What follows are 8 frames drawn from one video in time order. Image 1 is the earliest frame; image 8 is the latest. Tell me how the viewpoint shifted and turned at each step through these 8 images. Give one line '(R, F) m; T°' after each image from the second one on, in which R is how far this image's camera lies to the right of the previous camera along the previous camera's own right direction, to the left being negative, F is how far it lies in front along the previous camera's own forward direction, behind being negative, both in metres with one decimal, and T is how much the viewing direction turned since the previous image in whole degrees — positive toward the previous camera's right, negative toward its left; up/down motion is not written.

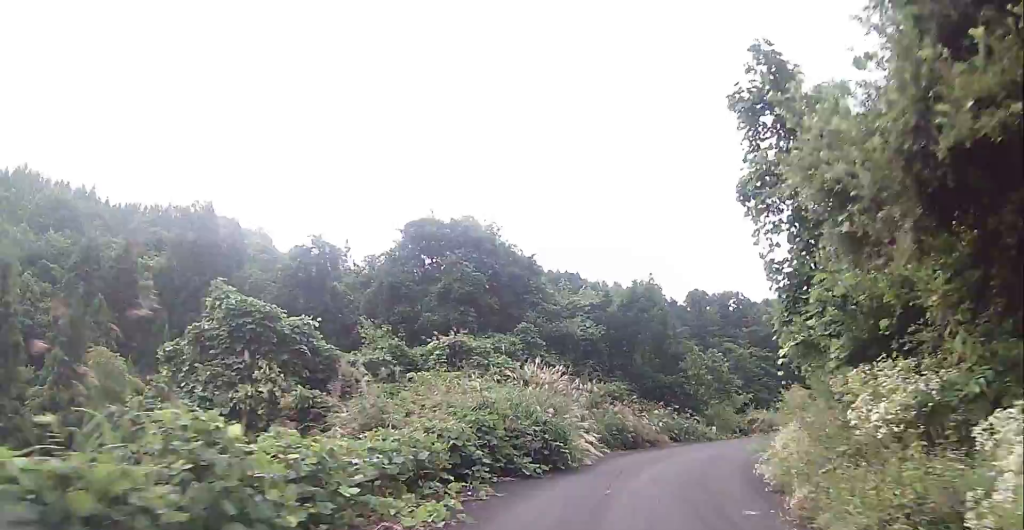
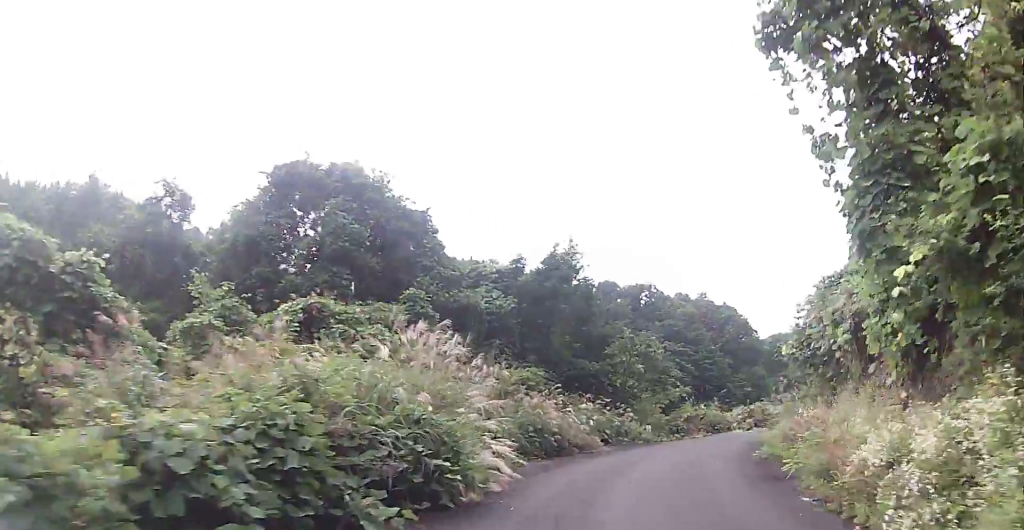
(-0.1, +8.0) m; +4°
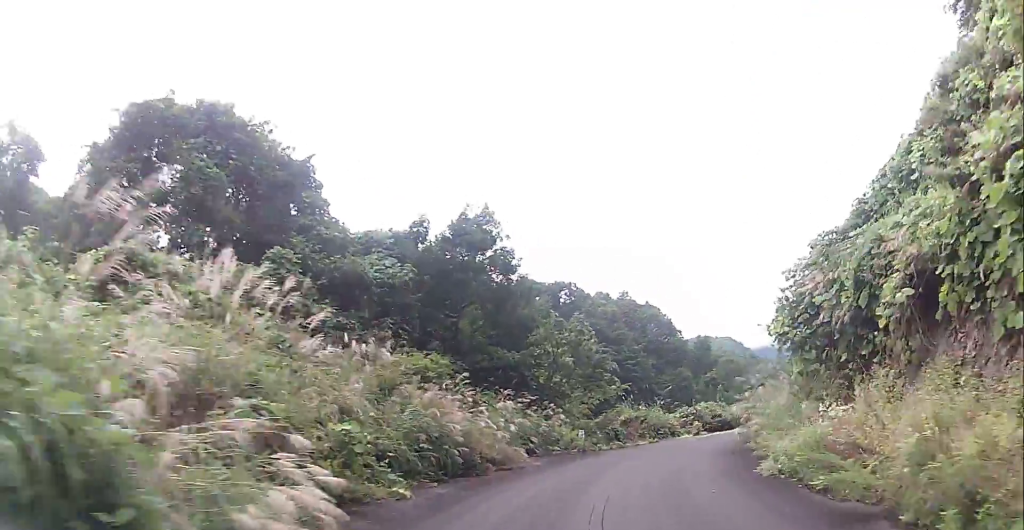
(+0.4, +6.3) m; +8°
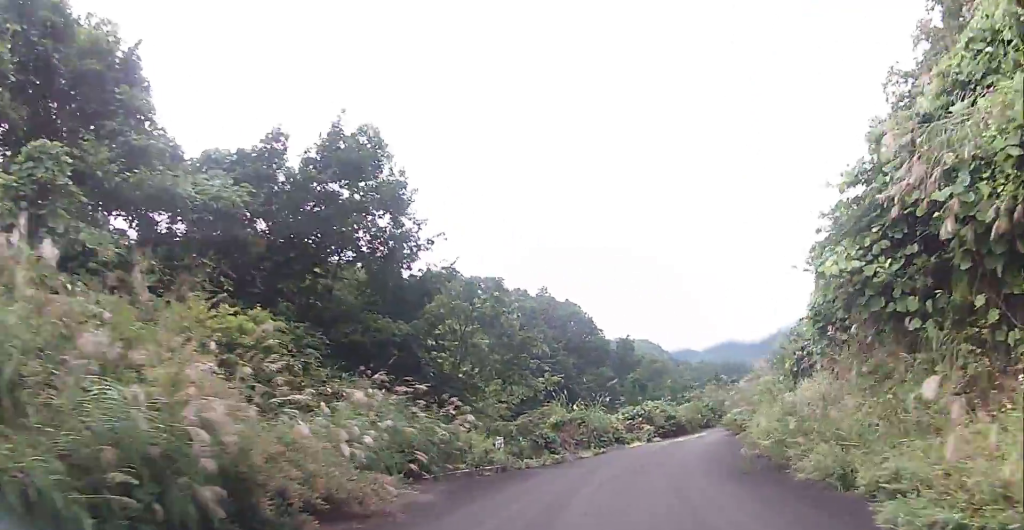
(+0.8, +7.4) m; +10°
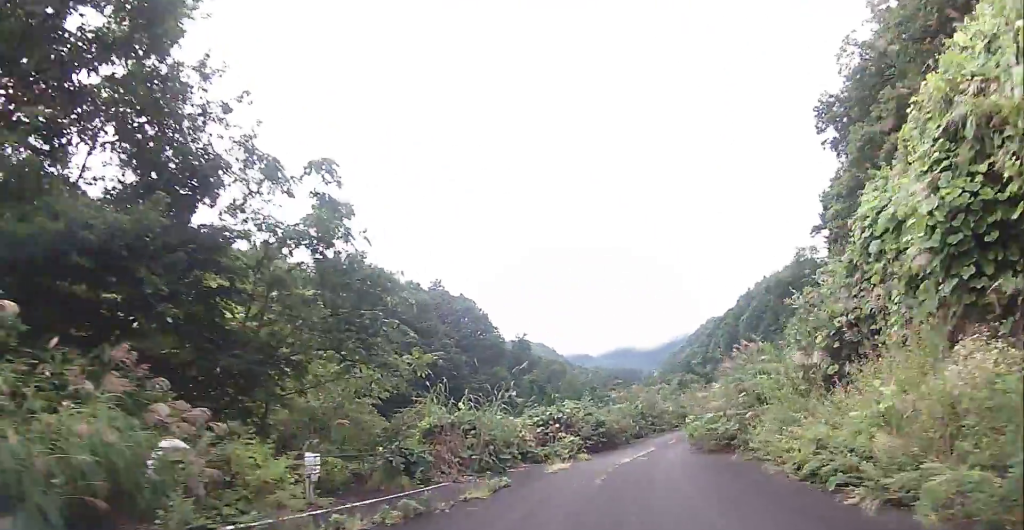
(+0.9, +8.3) m; +13°
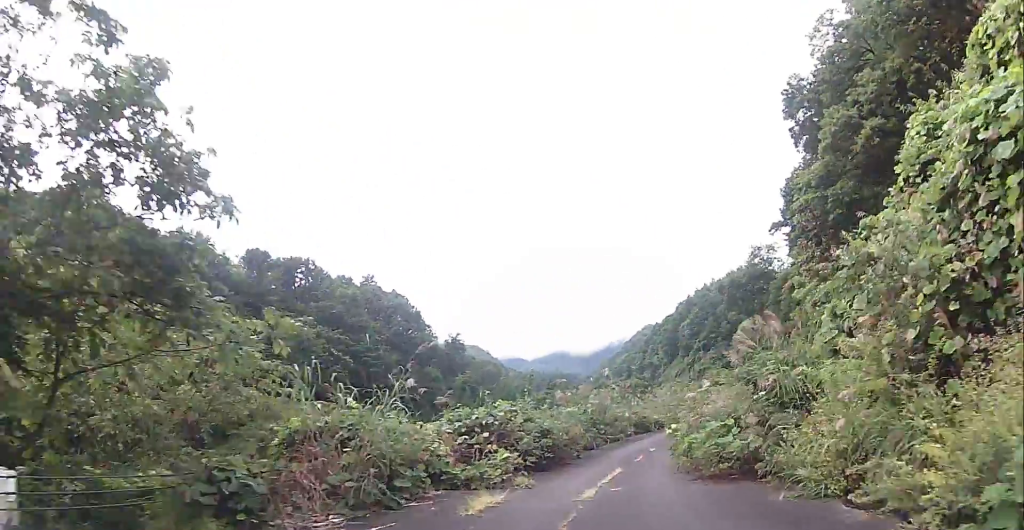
(+0.4, +5.0) m; +7°
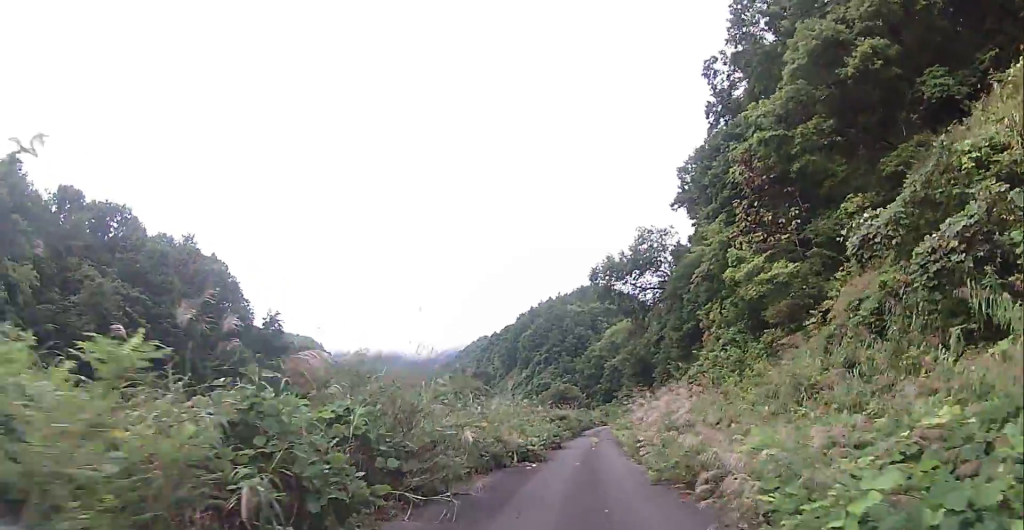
(+1.9, +15.3) m; +11°
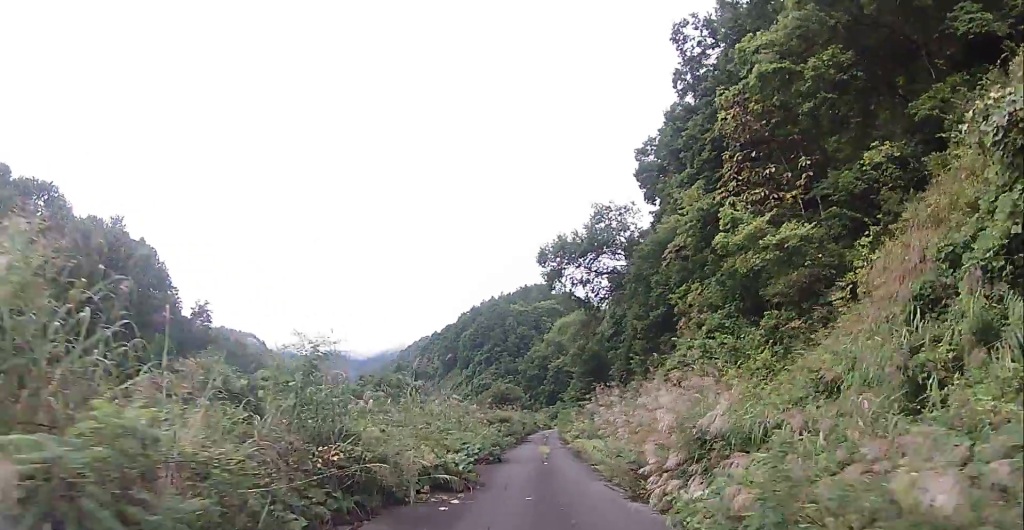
(+0.2, +7.1) m; +3°
